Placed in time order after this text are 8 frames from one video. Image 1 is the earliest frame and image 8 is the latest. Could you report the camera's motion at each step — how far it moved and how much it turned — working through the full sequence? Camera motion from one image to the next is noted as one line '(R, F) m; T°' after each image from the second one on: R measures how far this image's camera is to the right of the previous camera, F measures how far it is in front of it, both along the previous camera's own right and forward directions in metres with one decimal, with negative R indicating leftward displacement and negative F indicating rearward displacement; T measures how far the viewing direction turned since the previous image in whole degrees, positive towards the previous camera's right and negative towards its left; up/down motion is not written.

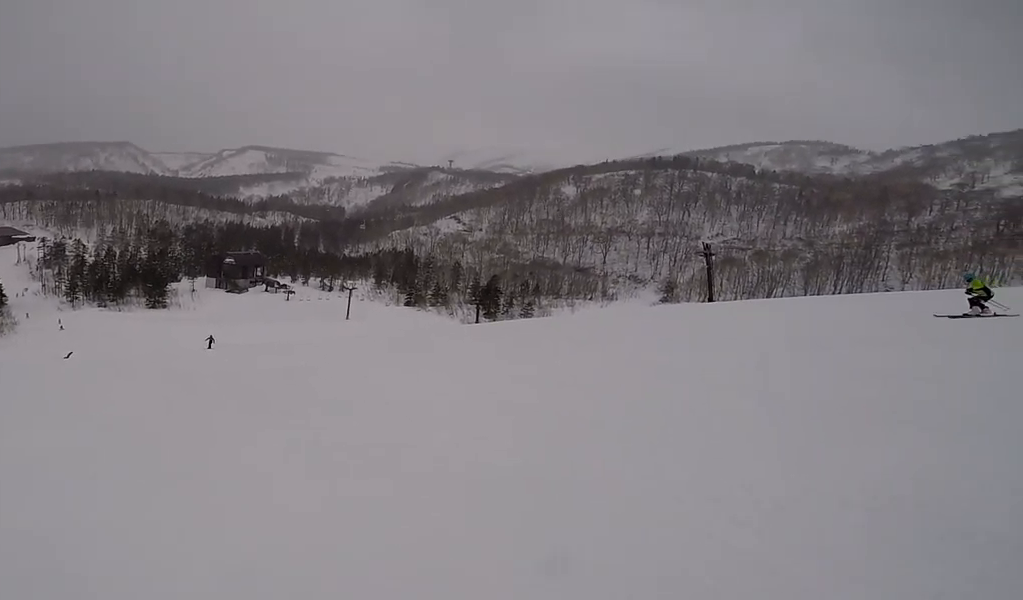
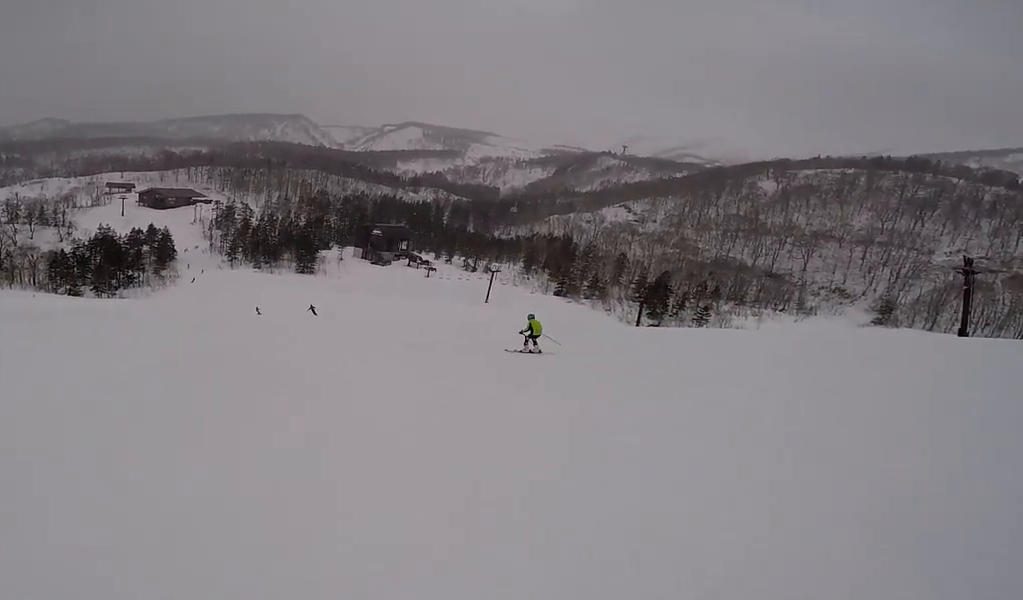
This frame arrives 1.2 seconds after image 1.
(-1.5, +6.8) m; -35°
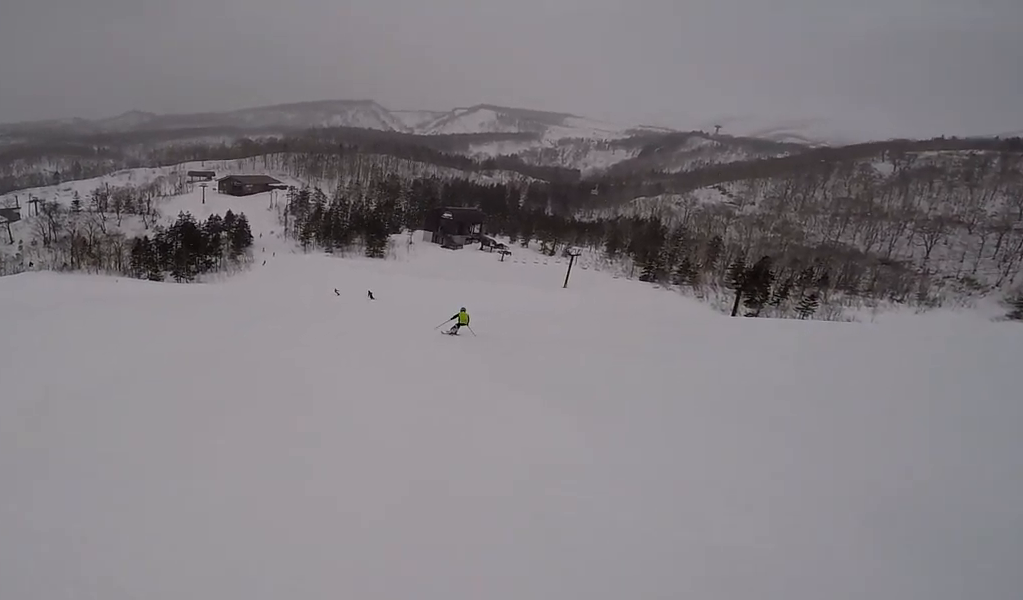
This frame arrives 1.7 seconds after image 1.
(-0.7, +2.5) m; -9°
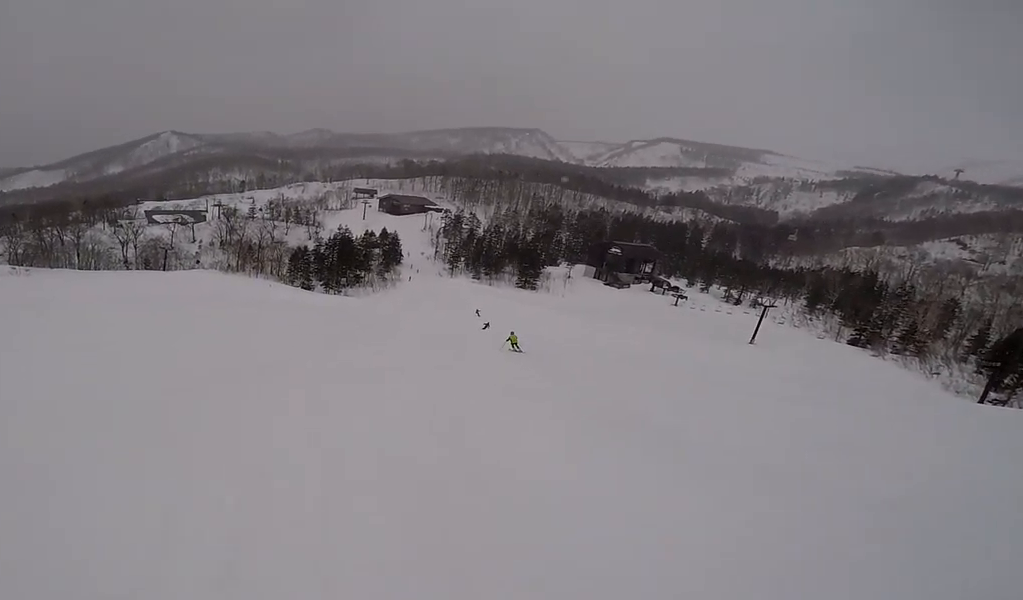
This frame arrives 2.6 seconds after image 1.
(-1.0, +5.6) m; -14°
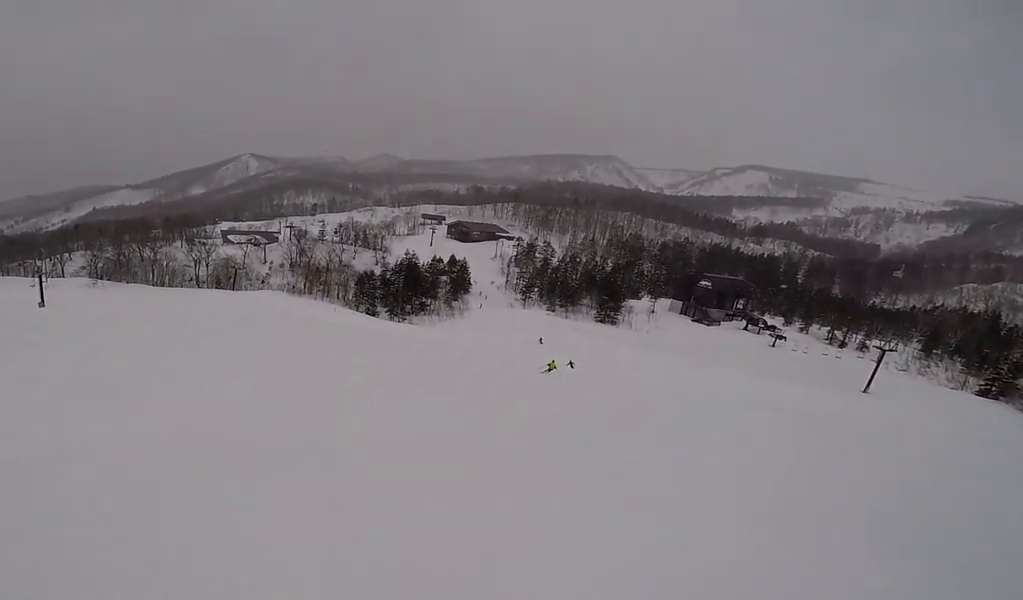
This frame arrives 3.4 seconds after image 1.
(0.0, +4.7) m; -5°
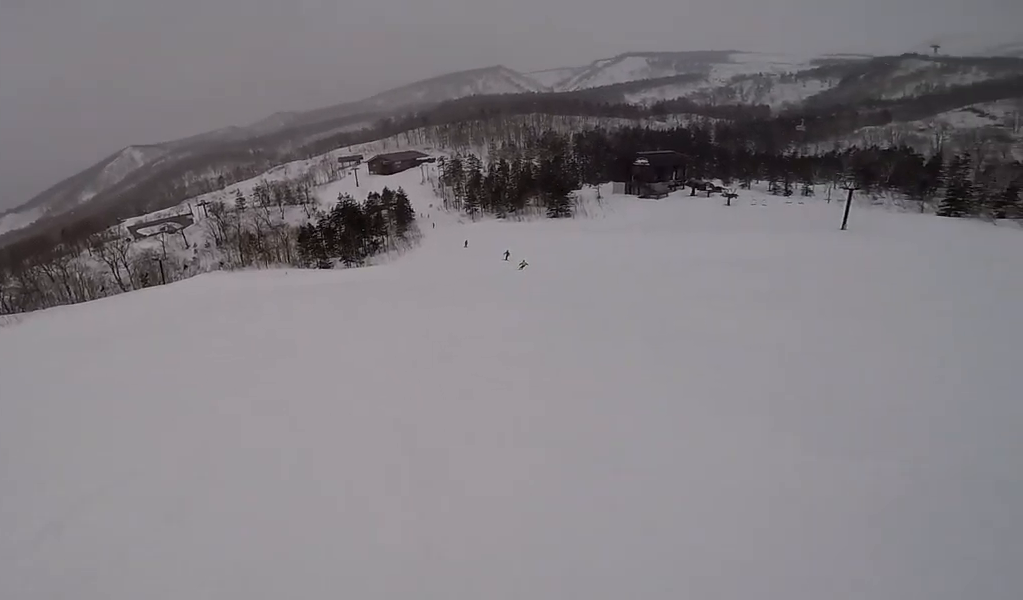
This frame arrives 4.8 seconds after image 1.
(+0.8, +8.2) m; +26°
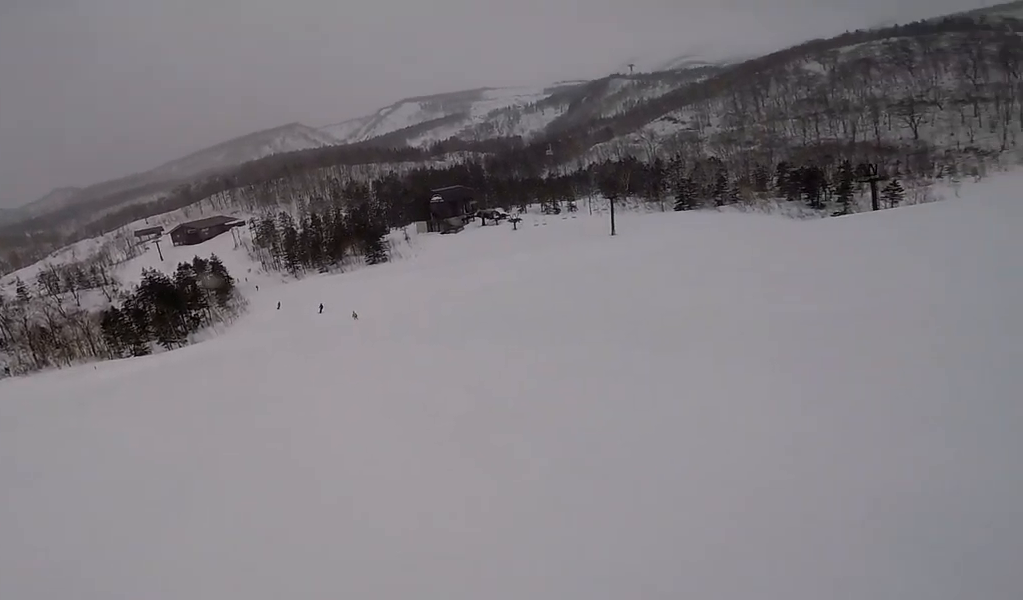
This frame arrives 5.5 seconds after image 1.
(+0.7, +3.8) m; +15°
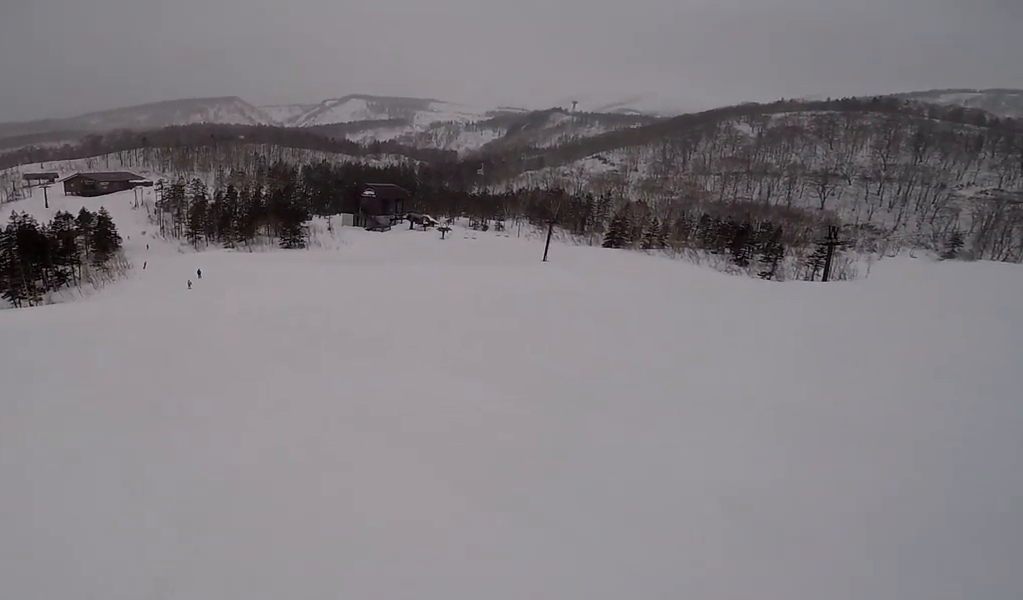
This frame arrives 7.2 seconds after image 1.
(+2.5, +9.8) m; +16°
